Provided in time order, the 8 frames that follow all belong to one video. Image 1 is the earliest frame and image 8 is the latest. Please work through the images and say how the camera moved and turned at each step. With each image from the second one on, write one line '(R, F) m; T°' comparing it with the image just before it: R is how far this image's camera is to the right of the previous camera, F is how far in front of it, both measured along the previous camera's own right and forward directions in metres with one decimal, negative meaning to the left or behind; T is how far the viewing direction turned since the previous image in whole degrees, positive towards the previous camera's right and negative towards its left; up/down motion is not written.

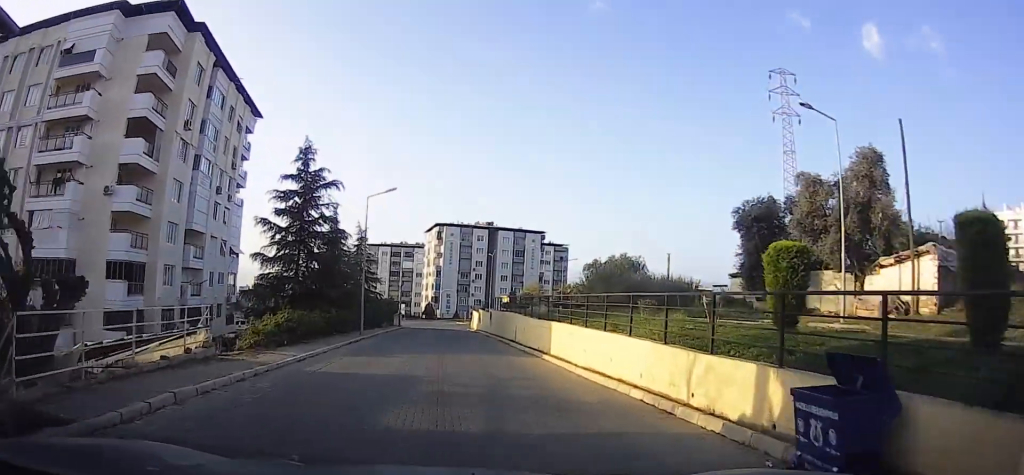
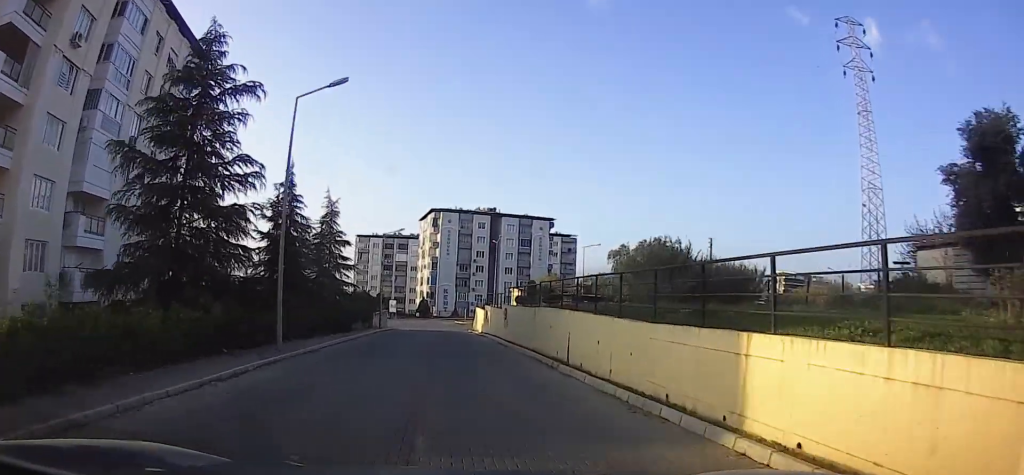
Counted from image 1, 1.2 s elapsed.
(0.0, +14.3) m; 0°
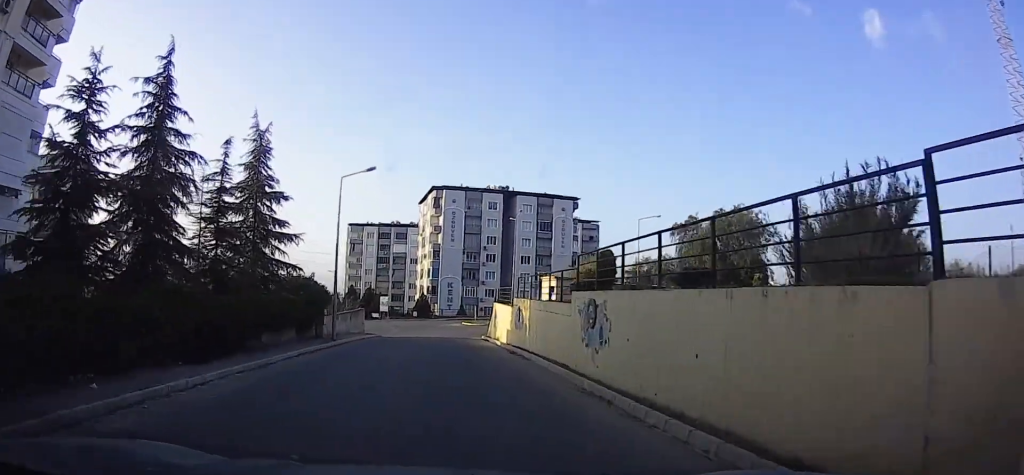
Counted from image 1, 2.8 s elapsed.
(0.0, +19.1) m; 0°
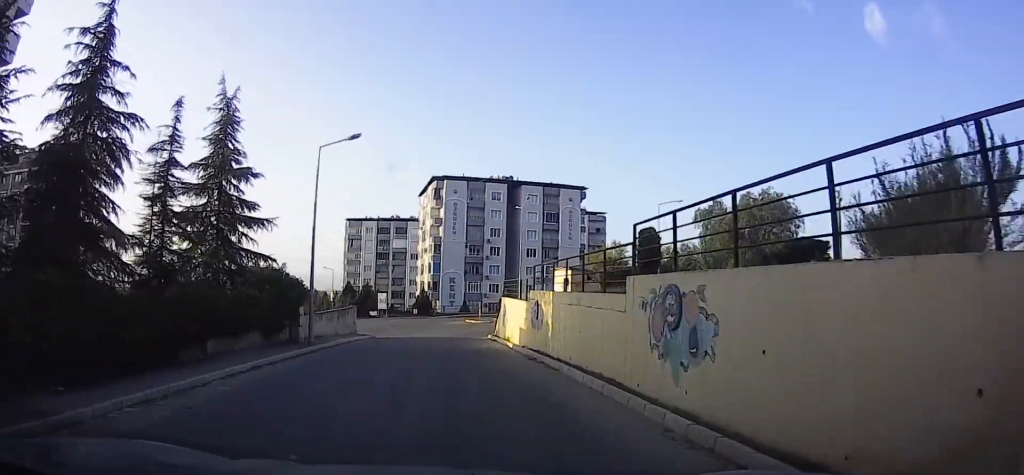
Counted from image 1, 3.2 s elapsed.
(0.0, +4.8) m; +1°
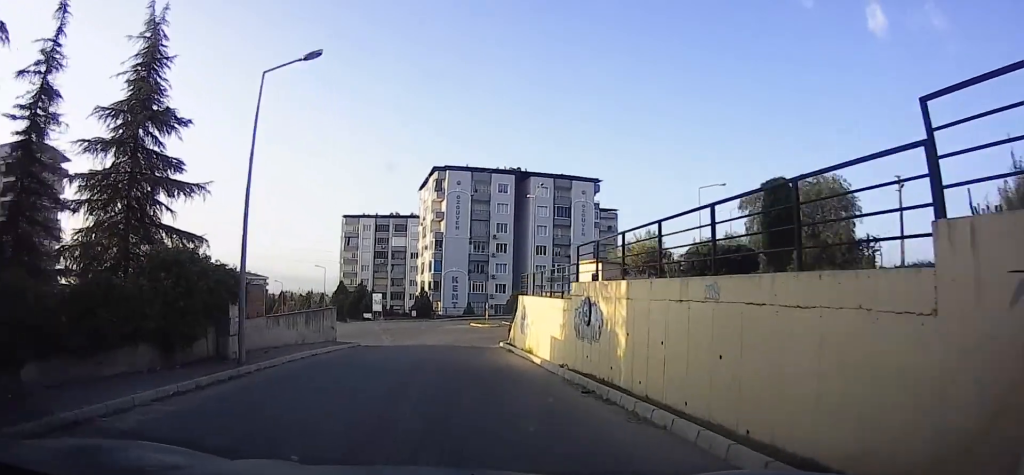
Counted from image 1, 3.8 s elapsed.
(0.0, +7.5) m; +1°
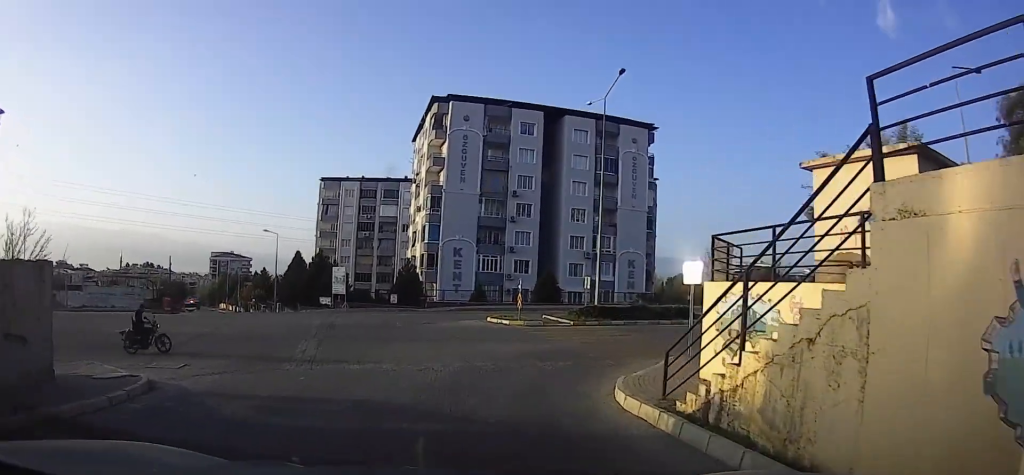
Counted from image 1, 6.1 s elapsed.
(+0.5, +23.2) m; +1°
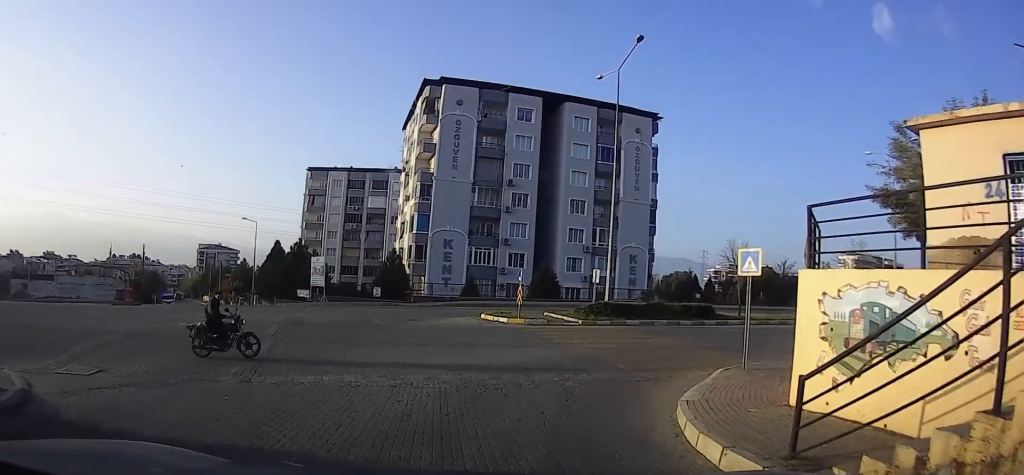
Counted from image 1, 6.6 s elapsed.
(0.0, +4.3) m; 0°
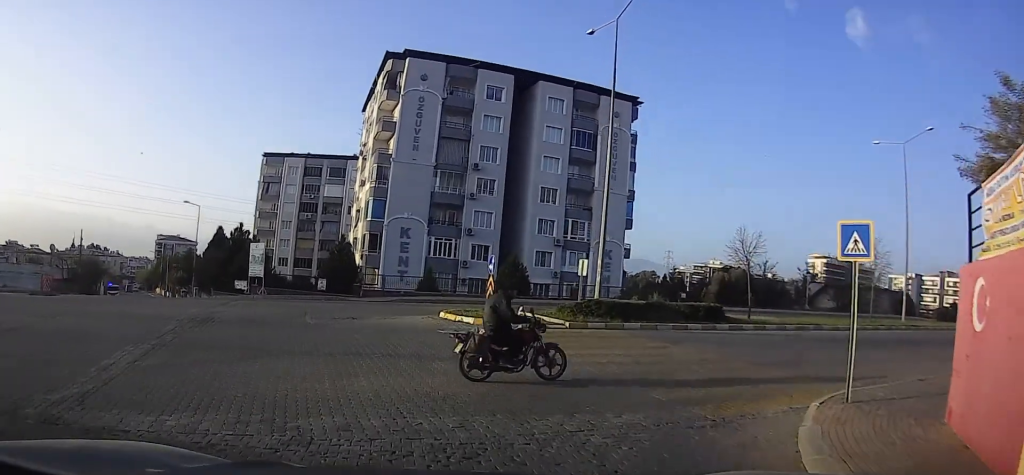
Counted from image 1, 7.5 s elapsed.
(0.0, +4.9) m; 0°
